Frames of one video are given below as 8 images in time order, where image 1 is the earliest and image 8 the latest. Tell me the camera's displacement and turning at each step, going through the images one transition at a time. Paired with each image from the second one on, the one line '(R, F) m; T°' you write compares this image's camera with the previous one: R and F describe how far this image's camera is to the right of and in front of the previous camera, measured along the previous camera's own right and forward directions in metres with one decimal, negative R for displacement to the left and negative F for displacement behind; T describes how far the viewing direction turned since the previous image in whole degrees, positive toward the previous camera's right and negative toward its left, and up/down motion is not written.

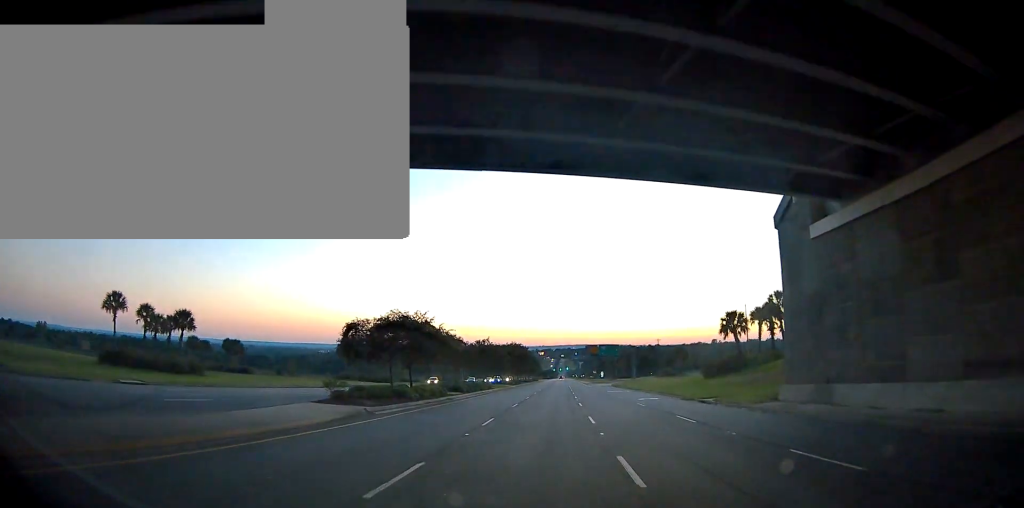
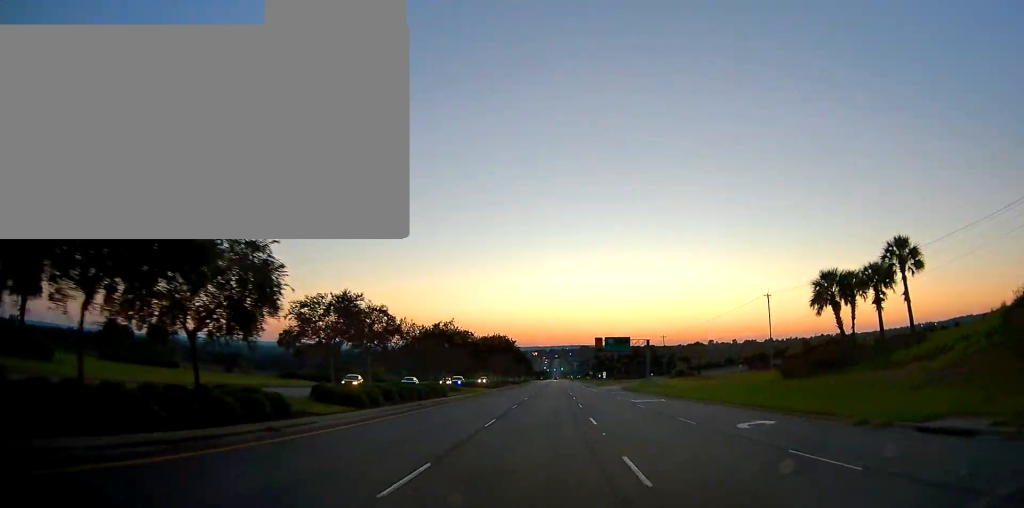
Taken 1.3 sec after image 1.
(0.0, +22.8) m; 0°
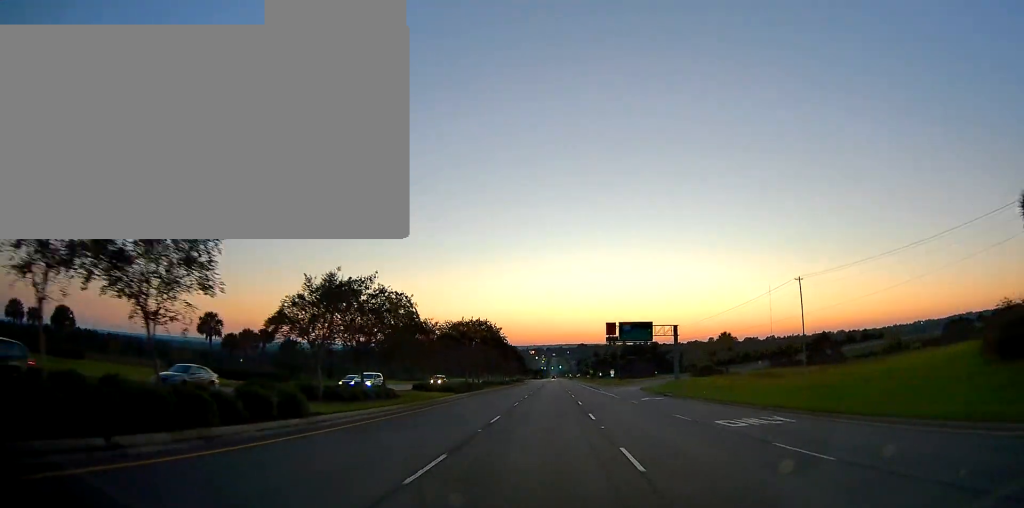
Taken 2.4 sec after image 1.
(+0.2, +22.0) m; +1°
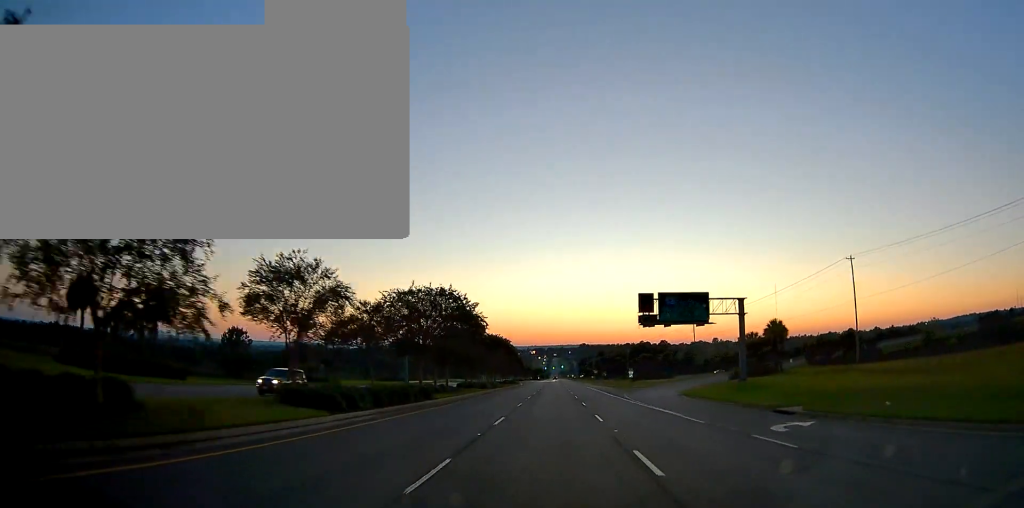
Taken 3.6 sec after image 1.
(+0.3, +23.9) m; +1°
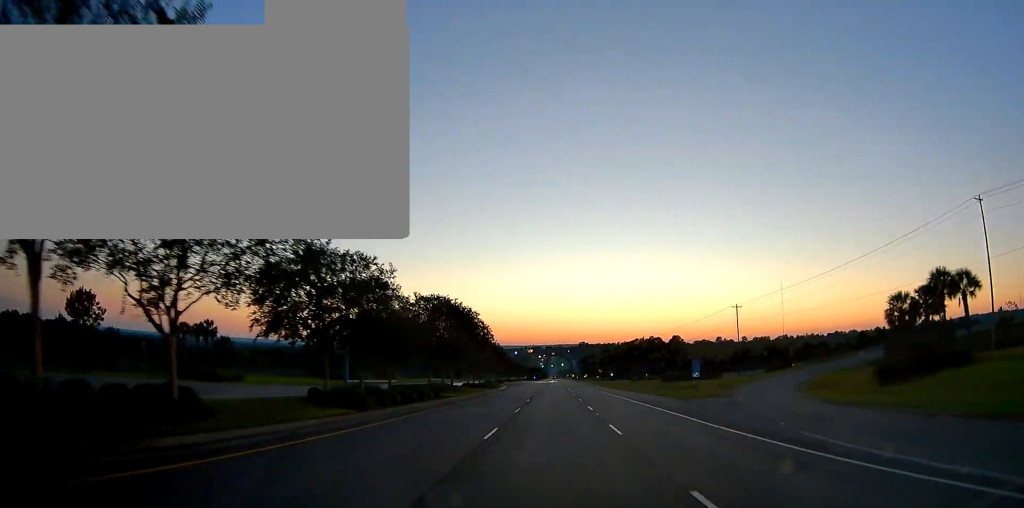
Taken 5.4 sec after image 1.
(-0.1, +39.9) m; -1°
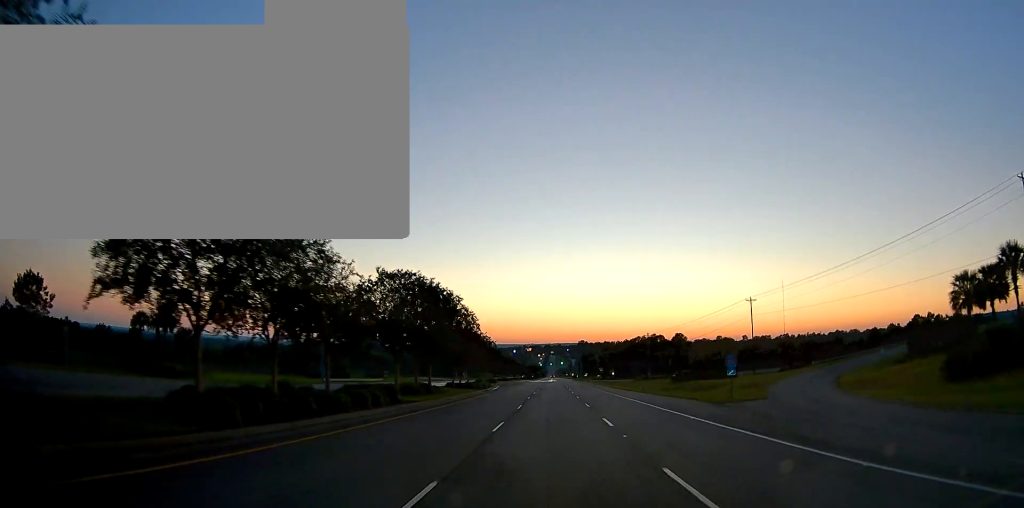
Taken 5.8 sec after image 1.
(0.0, +9.7) m; 0°
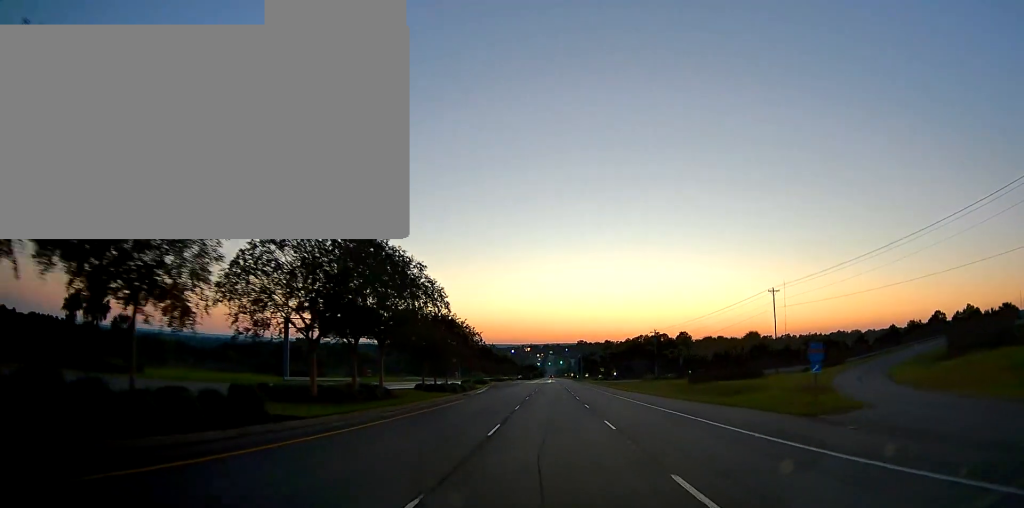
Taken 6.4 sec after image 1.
(-0.1, +12.8) m; 0°
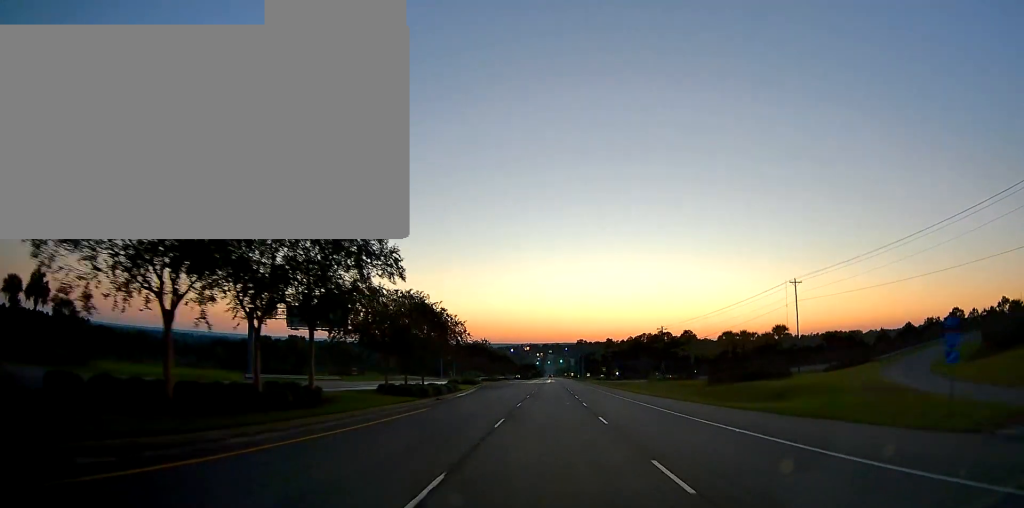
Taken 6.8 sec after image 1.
(+0.1, +9.8) m; 0°
